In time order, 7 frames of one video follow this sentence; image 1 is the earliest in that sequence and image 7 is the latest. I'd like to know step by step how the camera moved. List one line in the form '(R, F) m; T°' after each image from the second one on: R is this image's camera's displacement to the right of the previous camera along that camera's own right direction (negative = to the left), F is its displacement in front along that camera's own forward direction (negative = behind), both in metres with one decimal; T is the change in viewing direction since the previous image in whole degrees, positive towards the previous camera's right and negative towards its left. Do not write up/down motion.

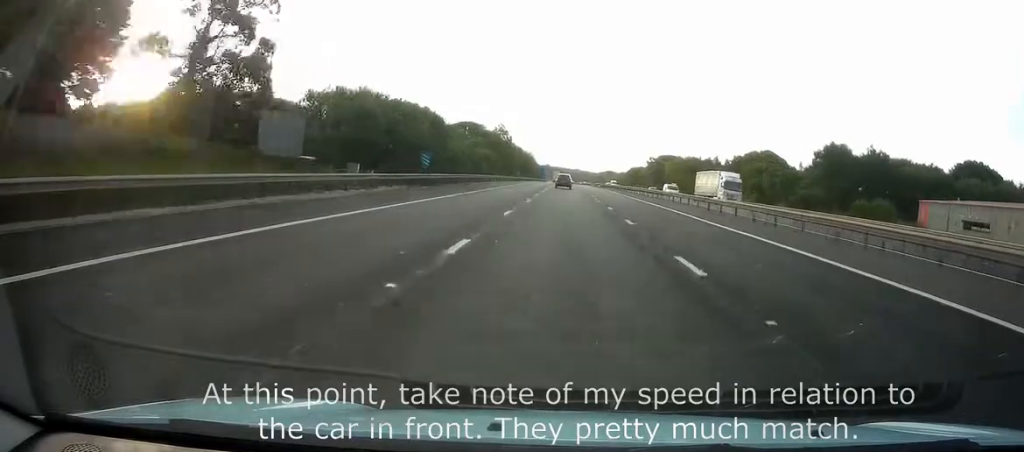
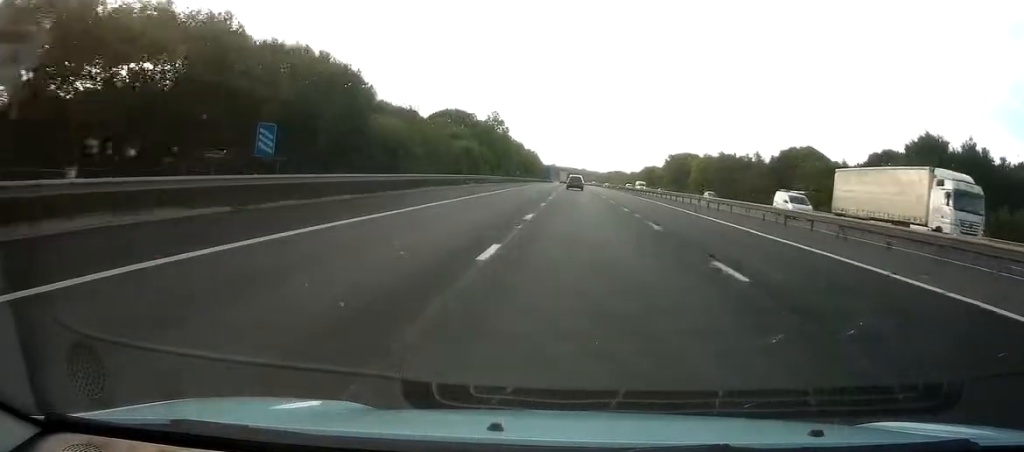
(-0.1, +27.5) m; 0°
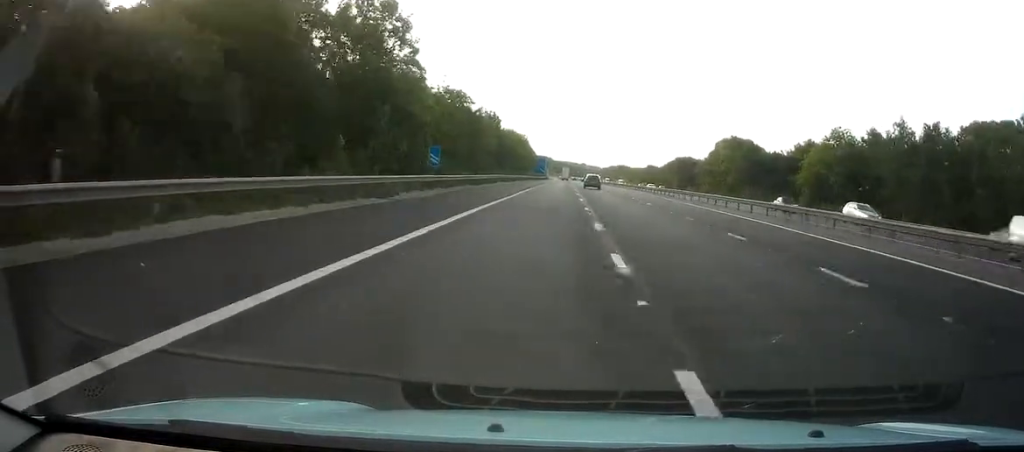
(-0.1, +80.6) m; 0°
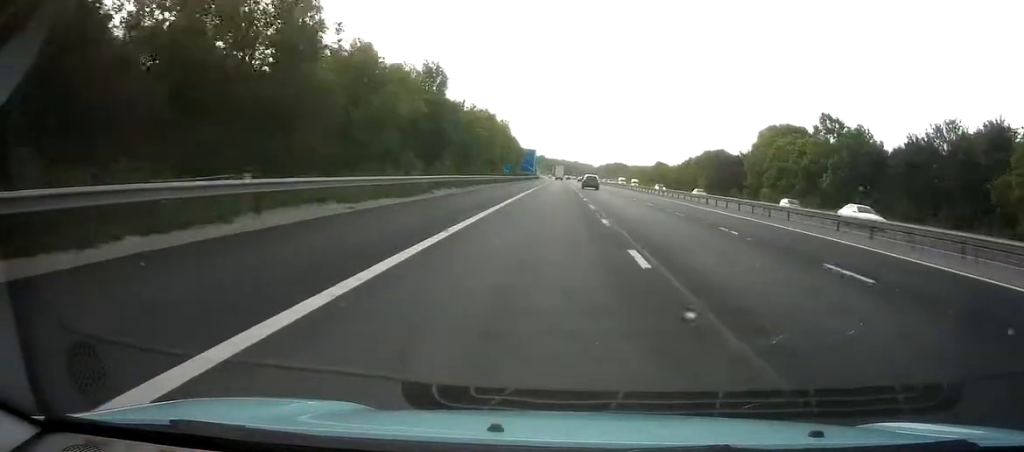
(+0.2, +50.5) m; +1°
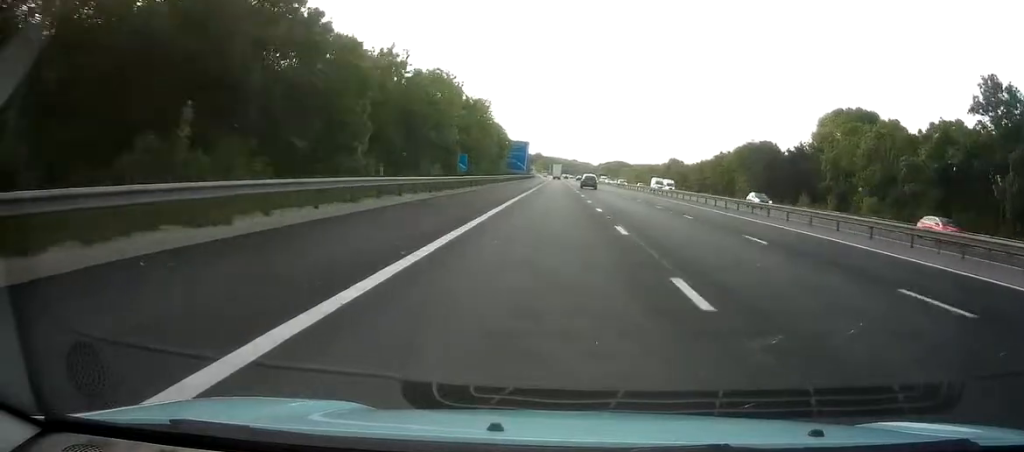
(+0.2, +37.7) m; 0°
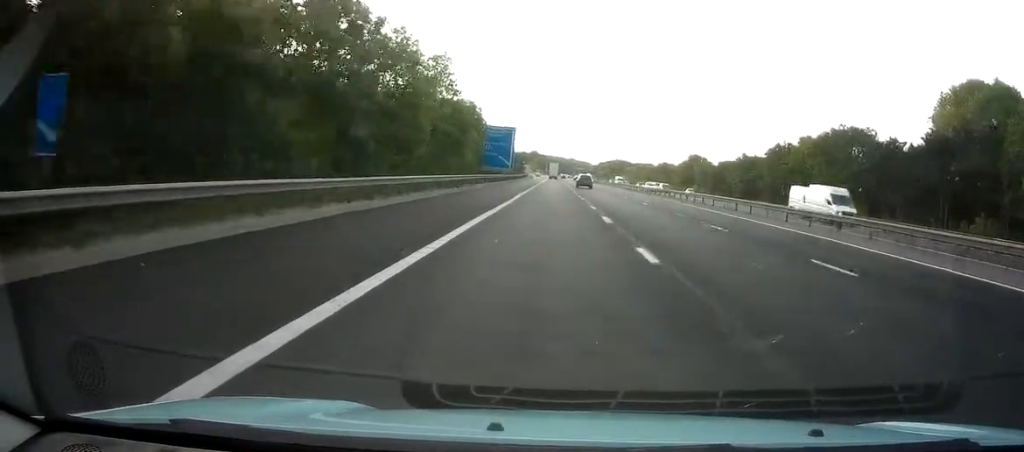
(-0.3, +41.1) m; 0°
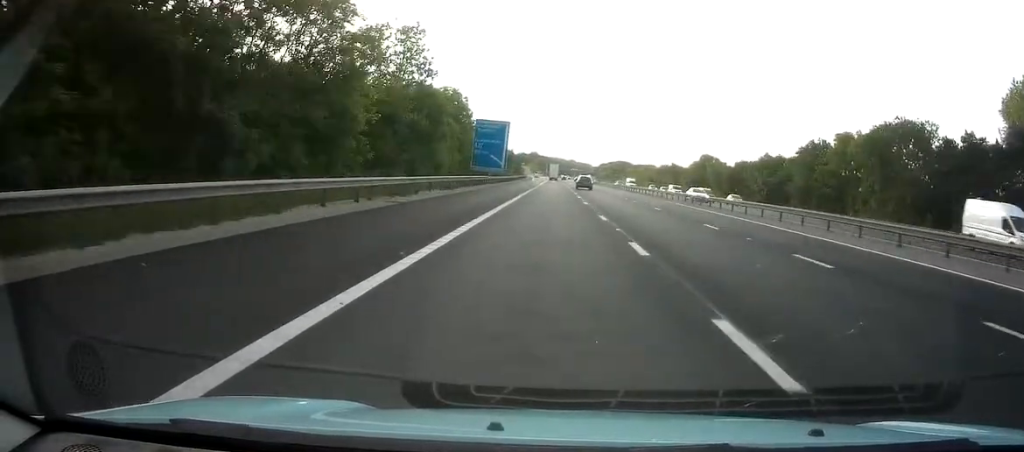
(-0.1, +14.8) m; 0°
